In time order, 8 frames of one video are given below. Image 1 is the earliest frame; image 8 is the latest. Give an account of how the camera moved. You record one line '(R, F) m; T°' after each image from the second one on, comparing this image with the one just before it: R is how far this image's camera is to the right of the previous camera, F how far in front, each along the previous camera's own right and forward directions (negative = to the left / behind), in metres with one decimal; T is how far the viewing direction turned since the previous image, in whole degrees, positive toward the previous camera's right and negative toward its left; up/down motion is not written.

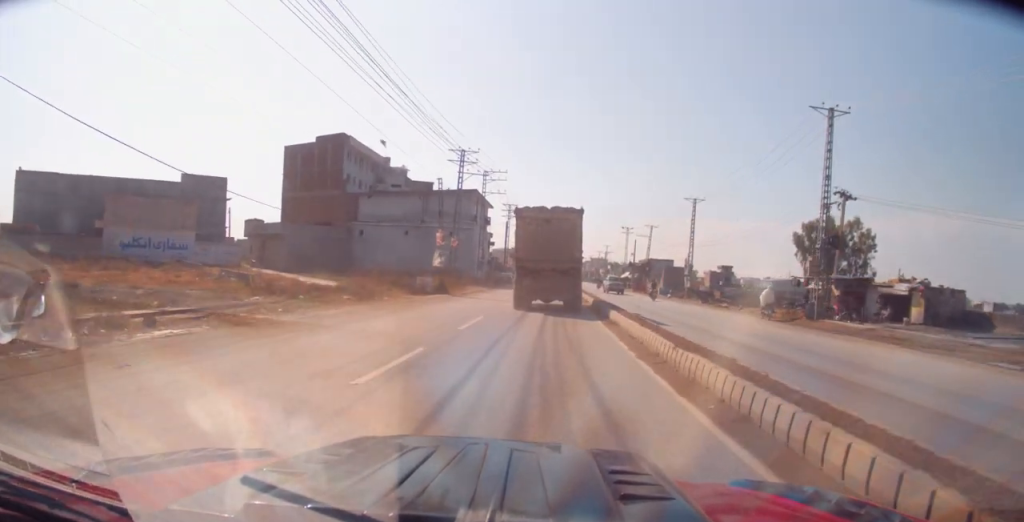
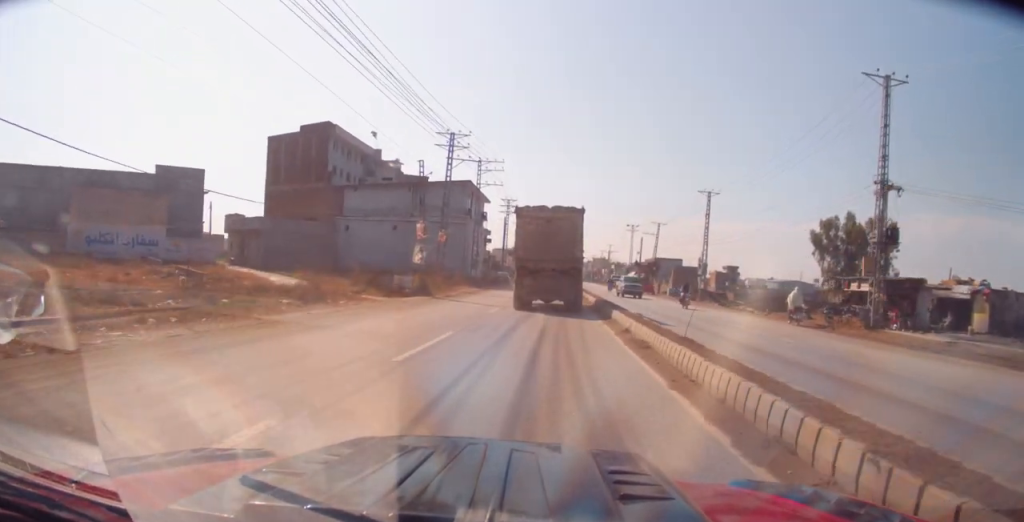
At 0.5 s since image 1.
(+0.1, +6.0) m; 0°
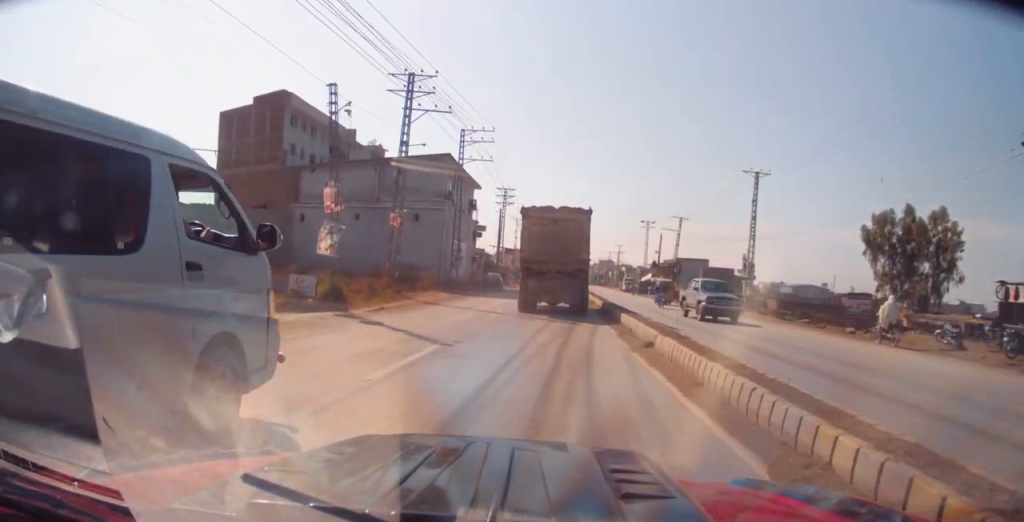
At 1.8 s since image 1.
(0.0, +13.6) m; -1°
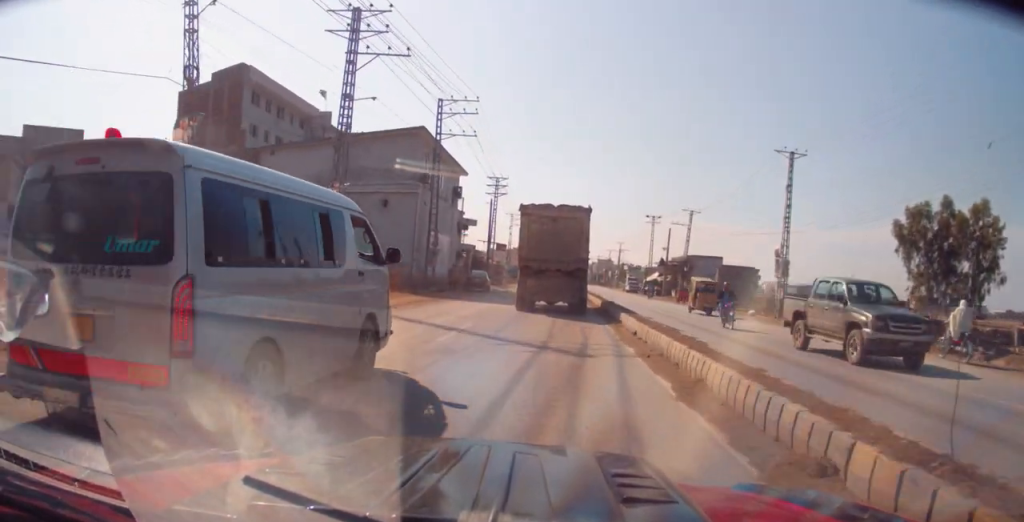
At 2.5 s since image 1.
(-0.1, +8.1) m; 0°
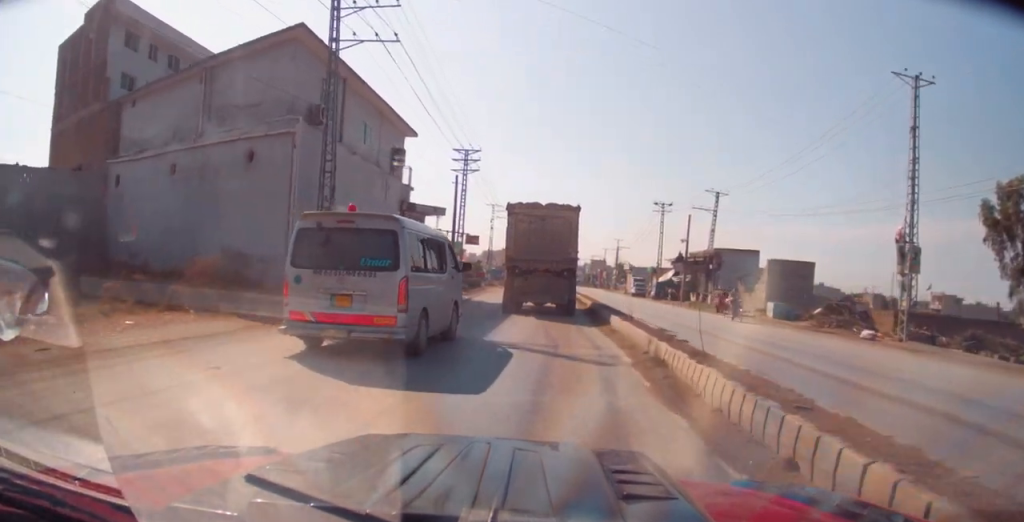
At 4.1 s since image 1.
(0.0, +16.3) m; +1°
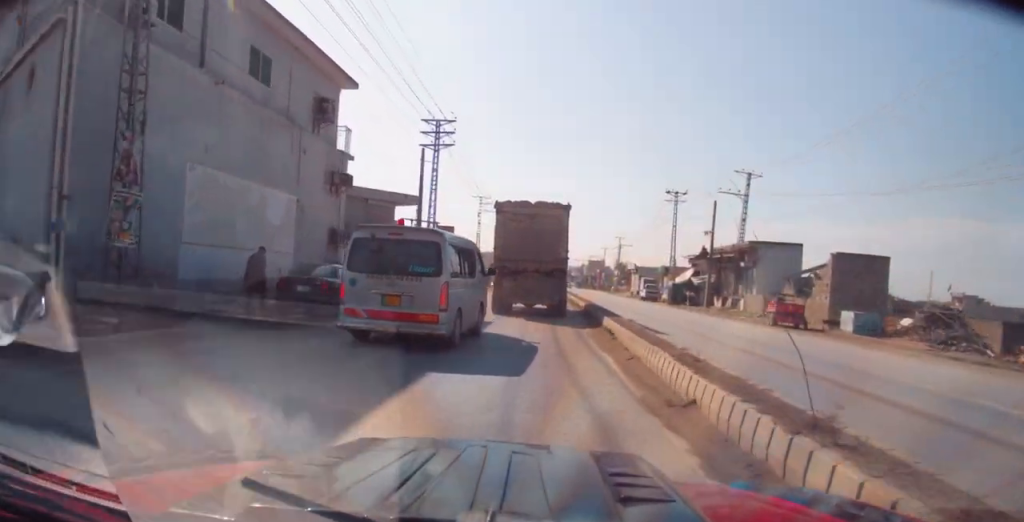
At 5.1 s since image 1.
(+0.3, +11.0) m; +2°
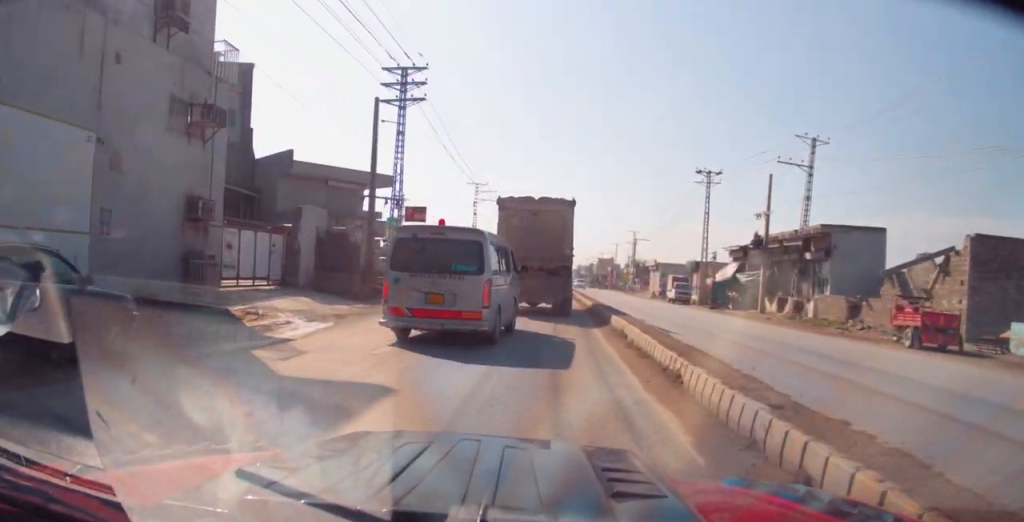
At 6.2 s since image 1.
(+0.2, +11.2) m; -3°
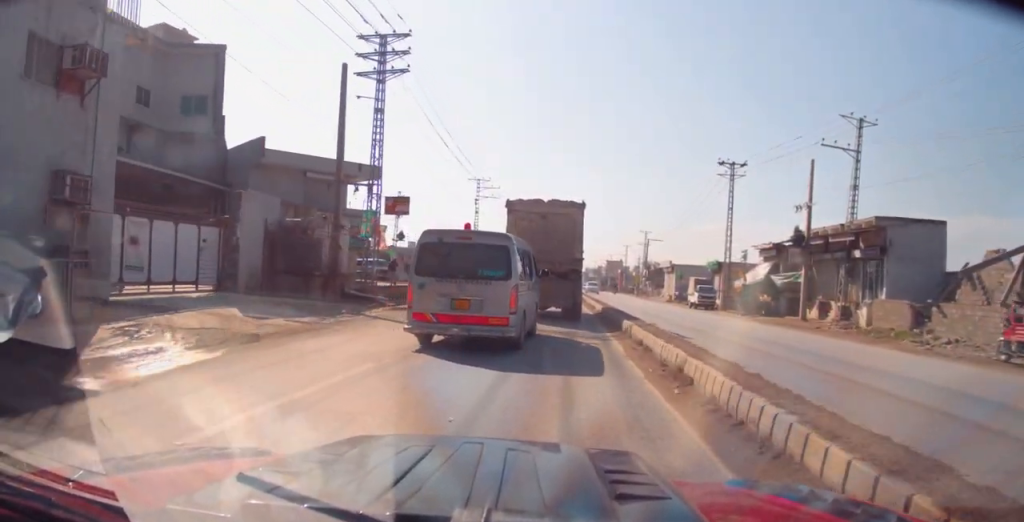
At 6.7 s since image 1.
(-0.4, +5.4) m; -1°
